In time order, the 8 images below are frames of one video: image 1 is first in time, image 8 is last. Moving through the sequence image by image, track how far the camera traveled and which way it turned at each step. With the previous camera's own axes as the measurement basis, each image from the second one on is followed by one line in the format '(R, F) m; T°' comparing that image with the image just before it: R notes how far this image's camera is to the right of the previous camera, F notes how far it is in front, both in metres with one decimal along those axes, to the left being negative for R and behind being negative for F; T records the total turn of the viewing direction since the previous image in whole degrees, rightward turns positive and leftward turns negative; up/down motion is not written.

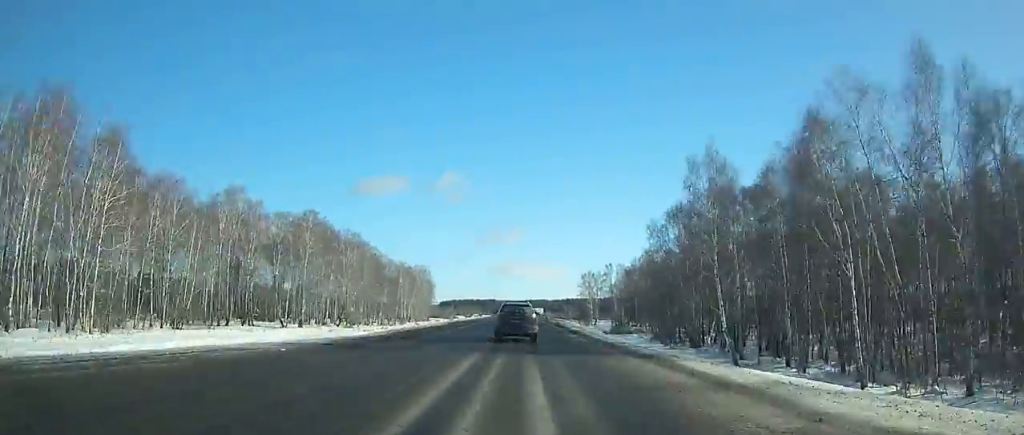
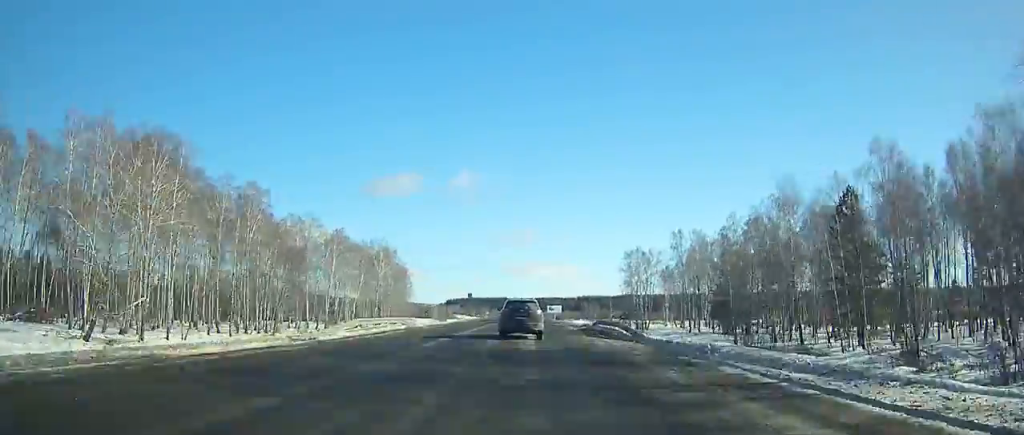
(-0.5, +76.4) m; -1°
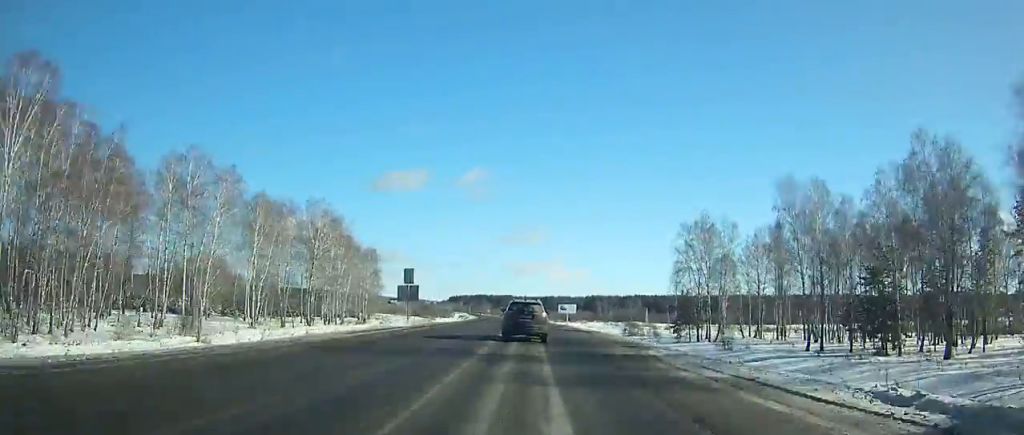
(-0.3, +47.5) m; -1°
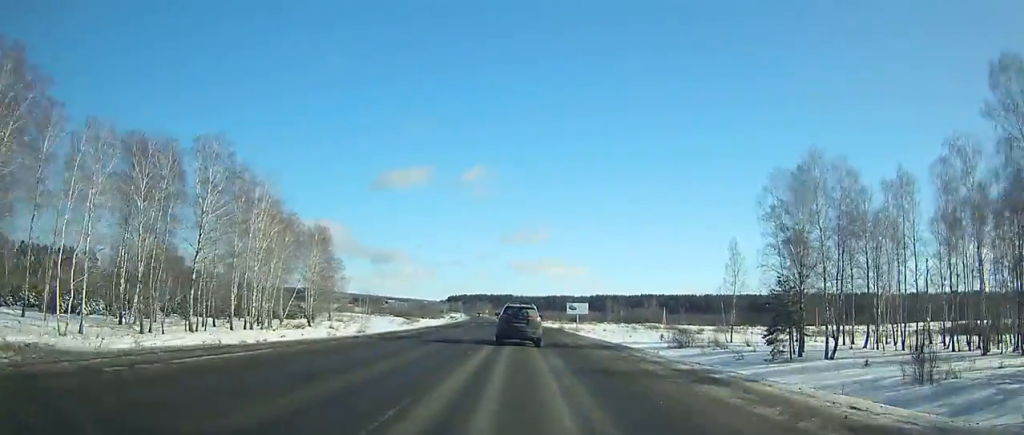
(-0.3, +35.9) m; -1°
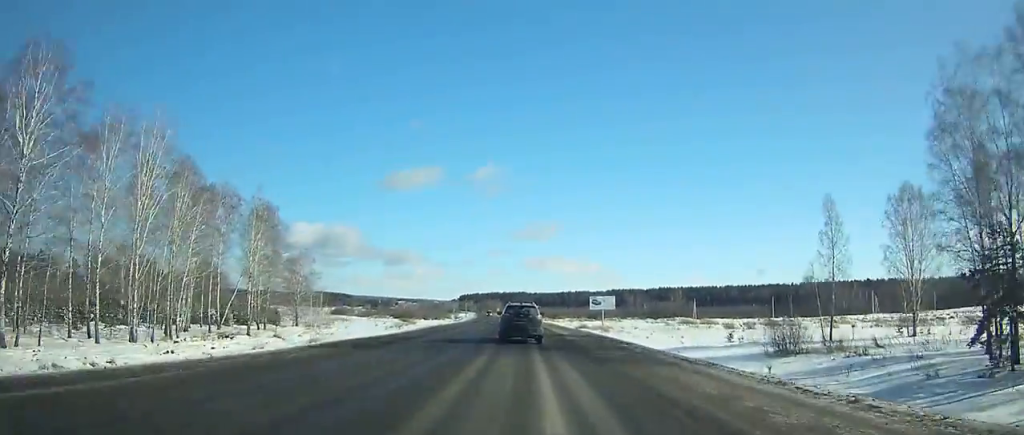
(+0.1, +27.9) m; -1°
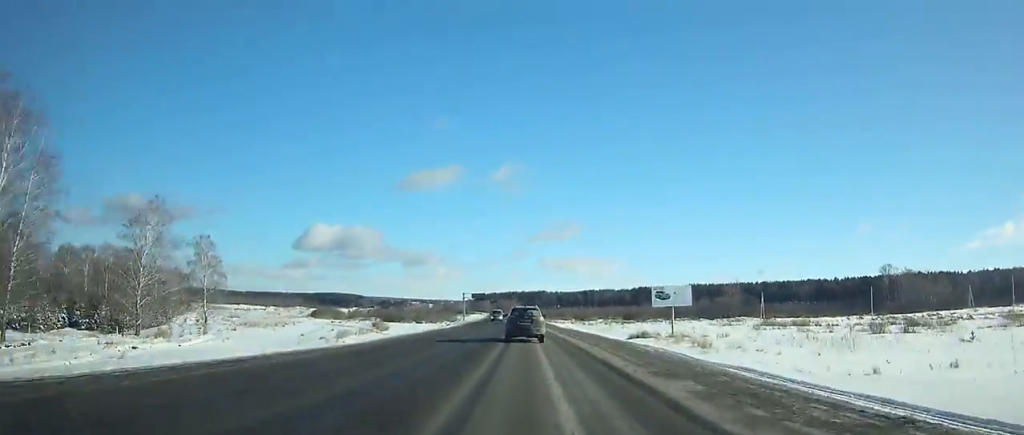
(-0.9, +53.0) m; -2°
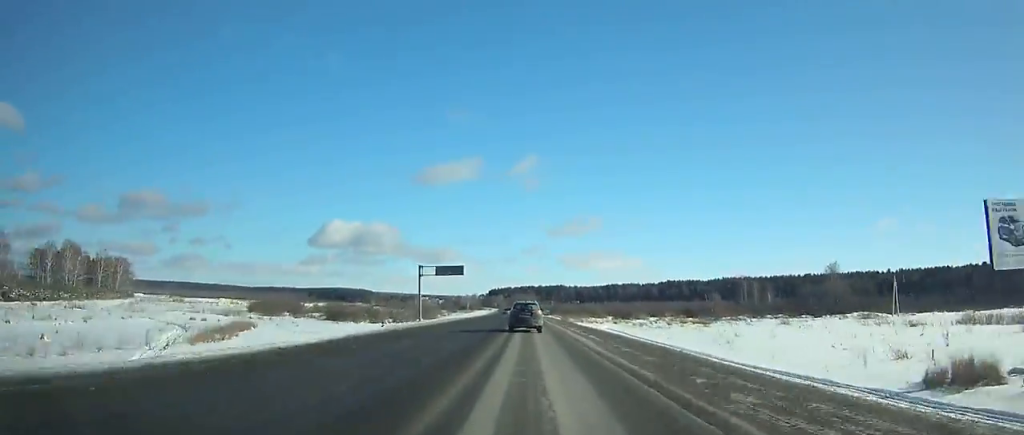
(-1.2, +67.2) m; -2°
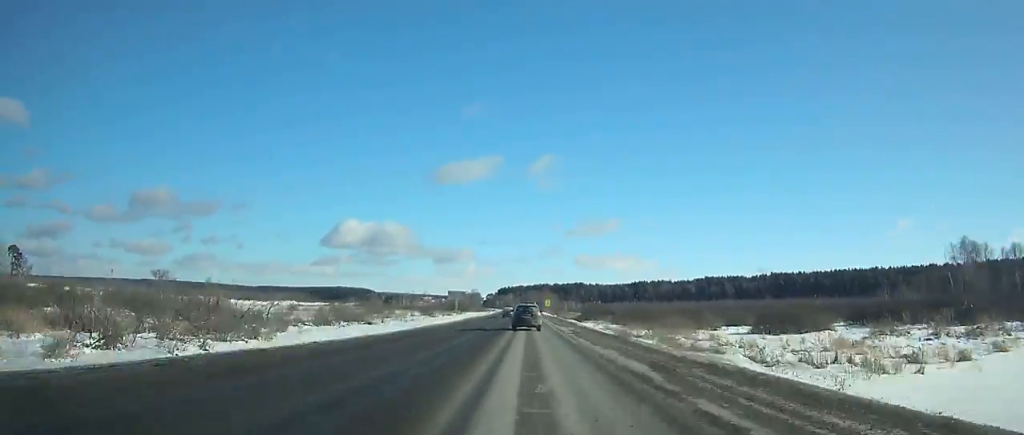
(-1.5, +95.0) m; -1°
